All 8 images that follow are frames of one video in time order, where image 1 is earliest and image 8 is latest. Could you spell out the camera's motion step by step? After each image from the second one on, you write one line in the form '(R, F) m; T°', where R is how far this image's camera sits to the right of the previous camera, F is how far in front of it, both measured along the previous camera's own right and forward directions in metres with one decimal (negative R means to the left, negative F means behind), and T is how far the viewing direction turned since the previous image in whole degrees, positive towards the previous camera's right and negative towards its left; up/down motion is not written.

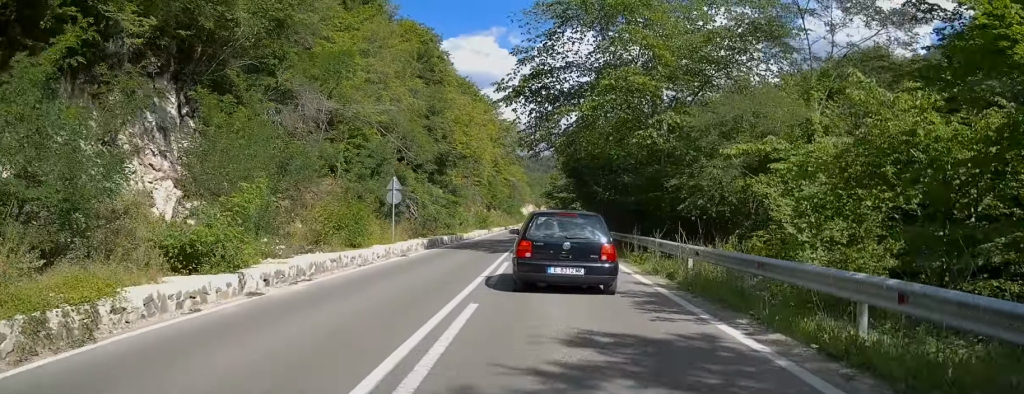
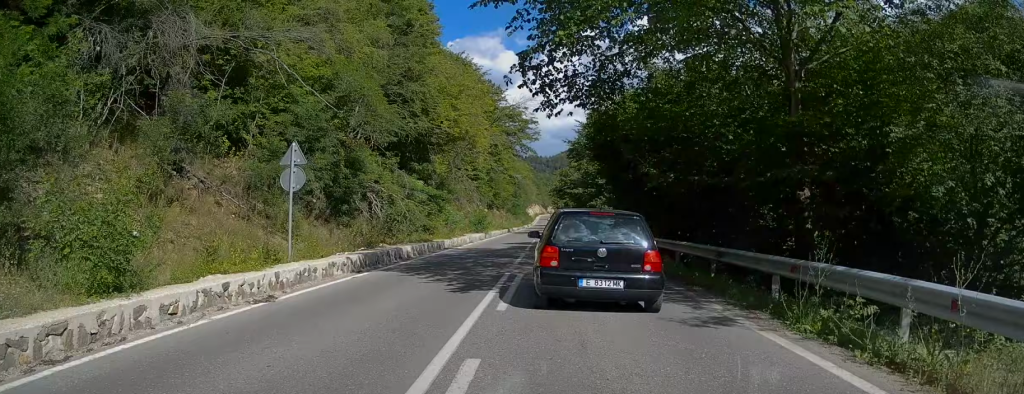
(+0.2, +12.6) m; -1°
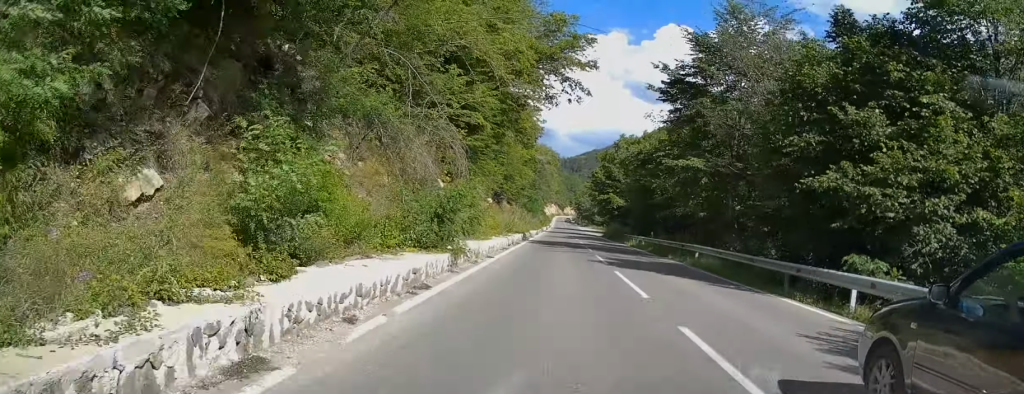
(-1.2, +34.6) m; -1°
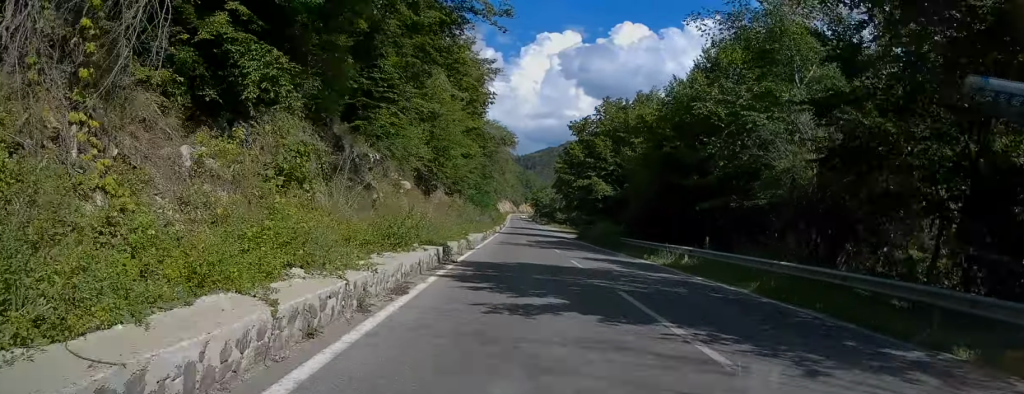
(+0.6, +23.7) m; +4°
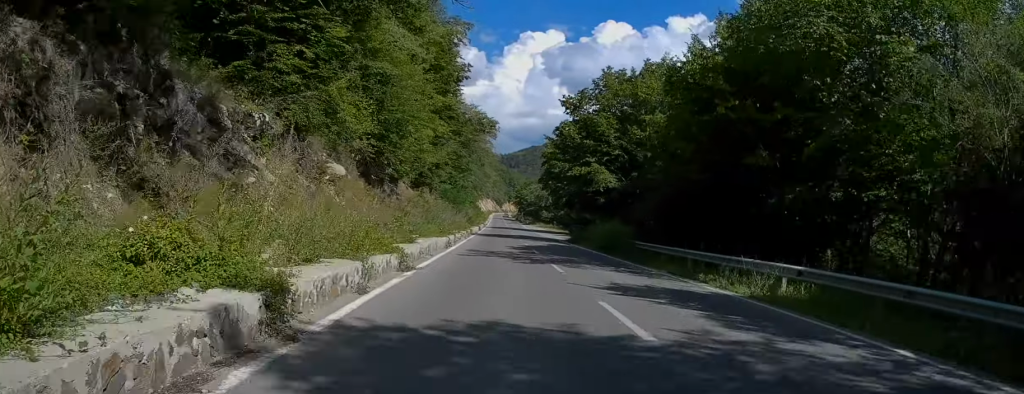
(+0.2, +11.1) m; +1°
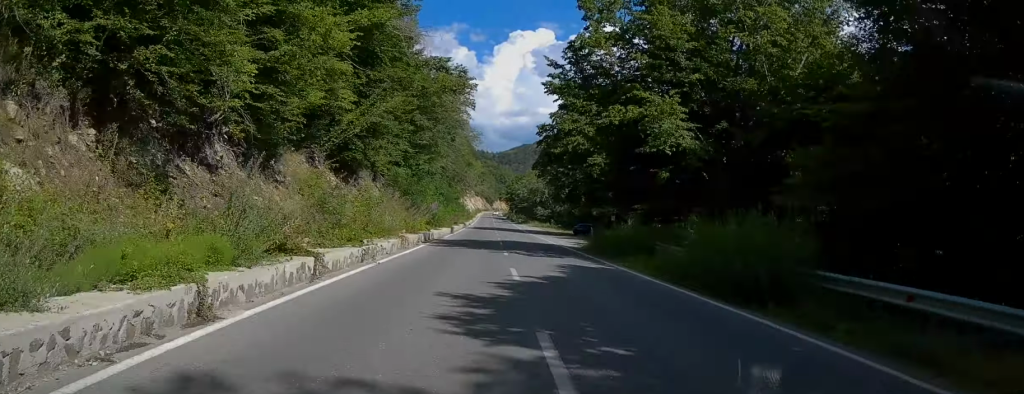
(+0.5, +21.2) m; +1°
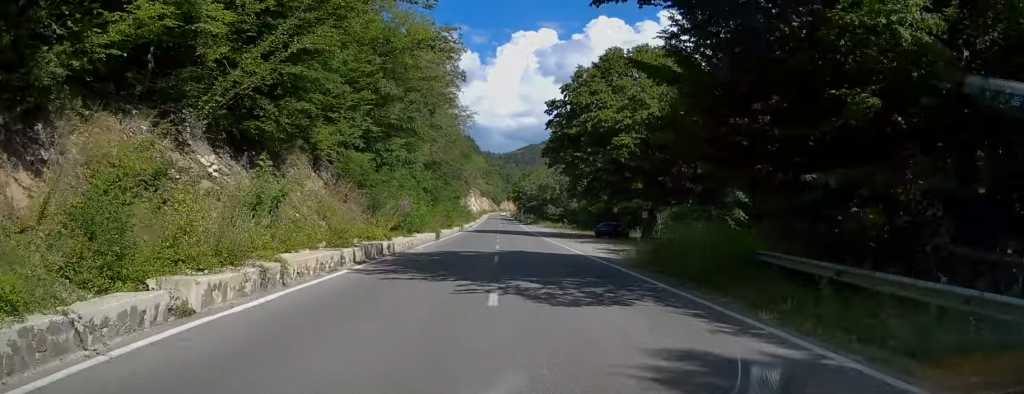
(0.0, +13.3) m; -1°
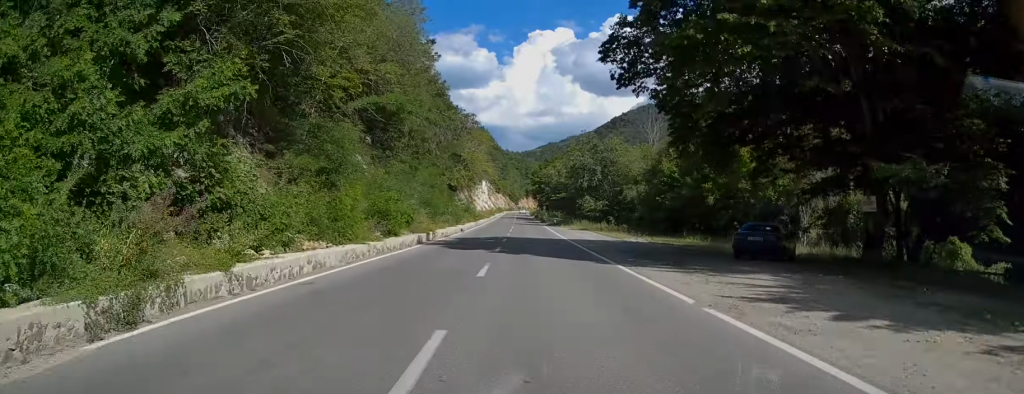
(-0.8, +32.7) m; -2°
